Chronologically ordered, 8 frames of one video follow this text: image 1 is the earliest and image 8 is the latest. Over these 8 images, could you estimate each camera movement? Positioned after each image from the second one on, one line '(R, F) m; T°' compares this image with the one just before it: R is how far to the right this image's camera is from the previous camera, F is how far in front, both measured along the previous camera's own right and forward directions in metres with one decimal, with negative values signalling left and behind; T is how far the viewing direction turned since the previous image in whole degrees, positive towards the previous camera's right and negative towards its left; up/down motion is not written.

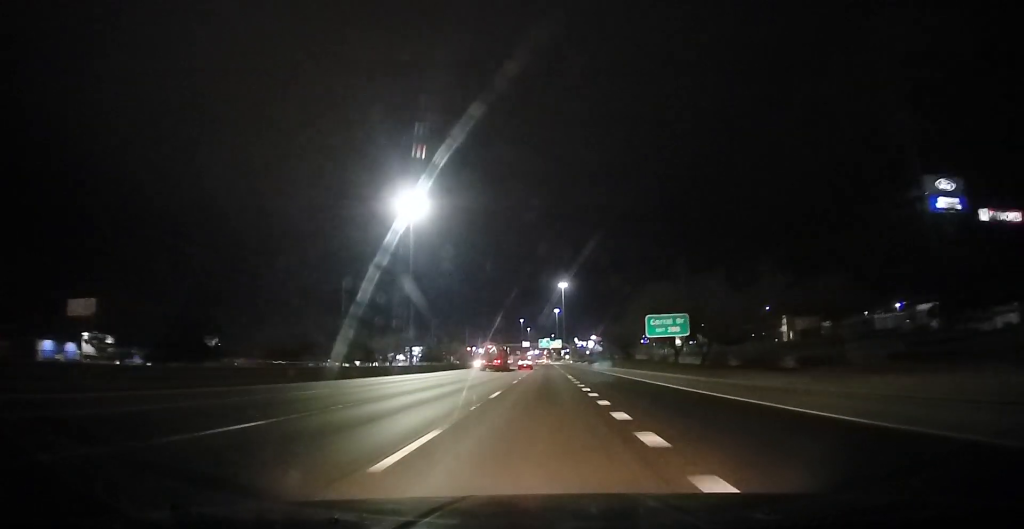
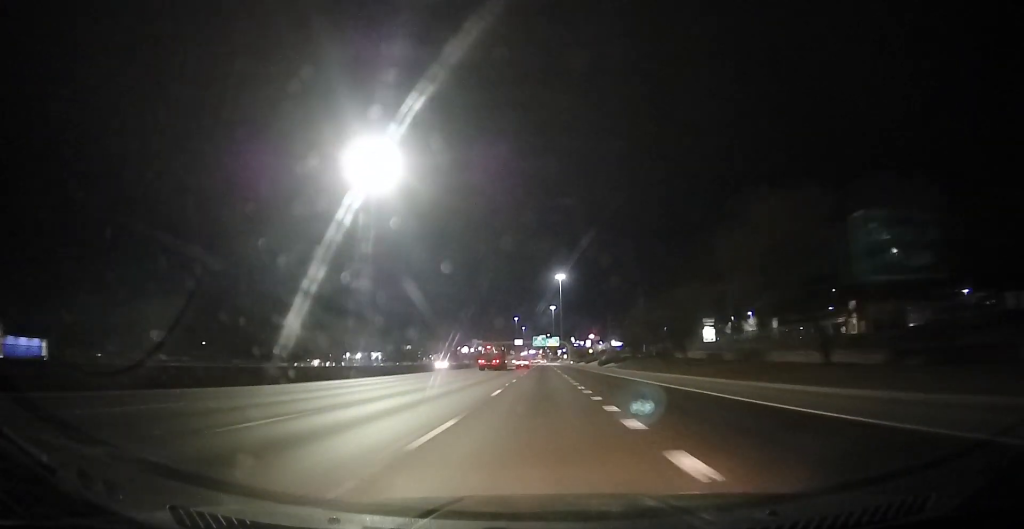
(+0.1, +35.1) m; 0°
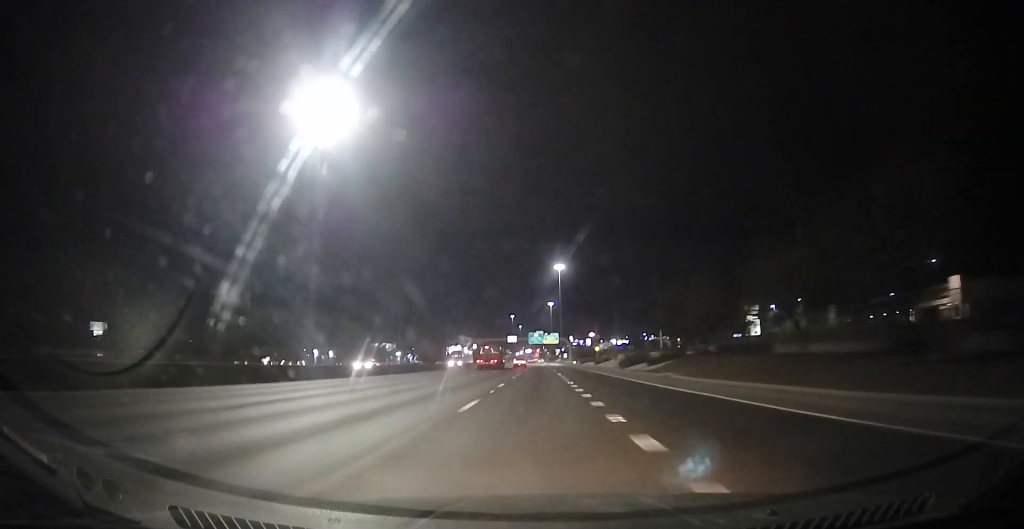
(0.0, +31.5) m; +1°
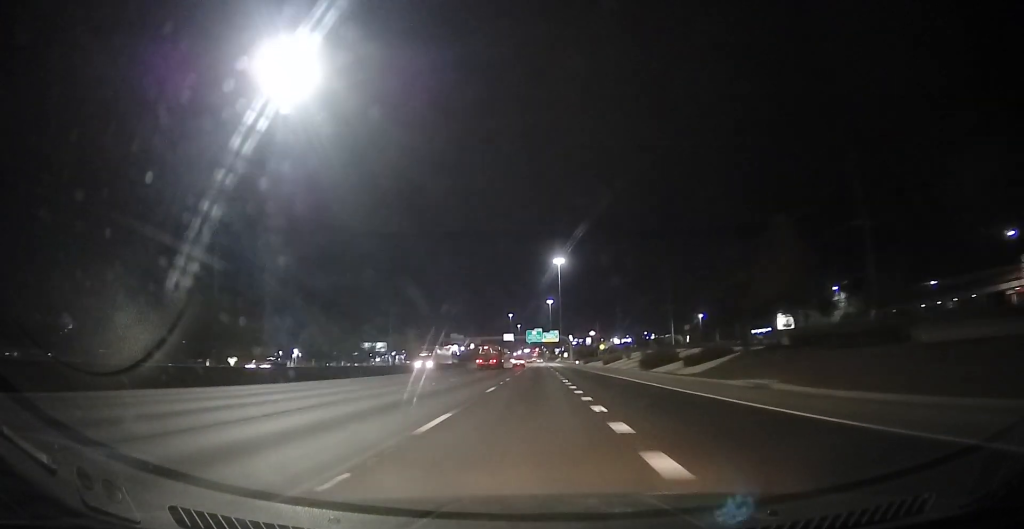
(+0.3, +16.2) m; +1°
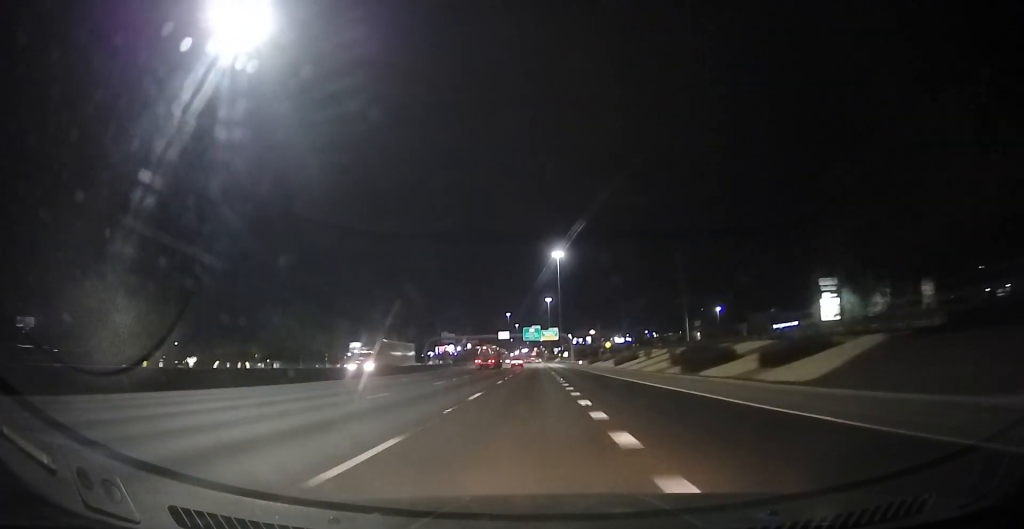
(-0.1, +16.2) m; +1°
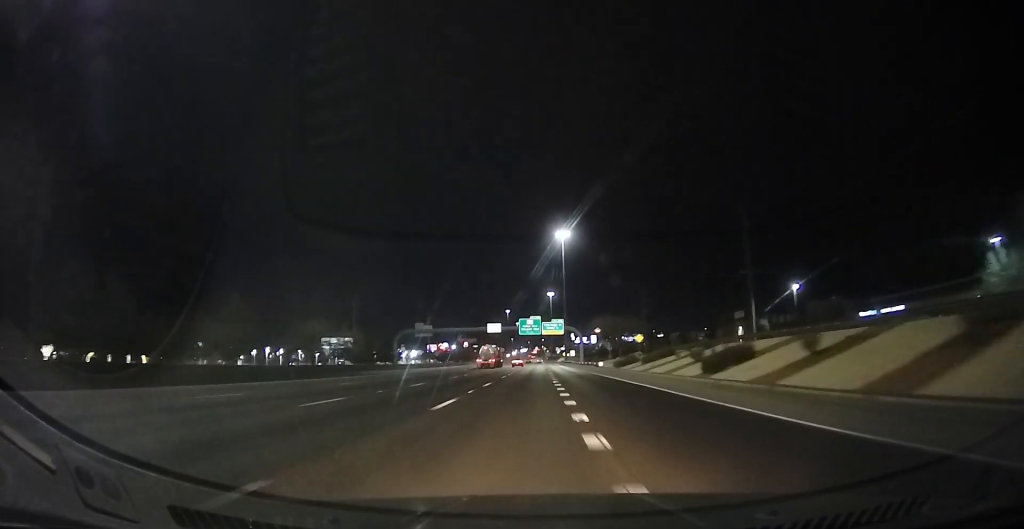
(+0.7, +40.4) m; 0°
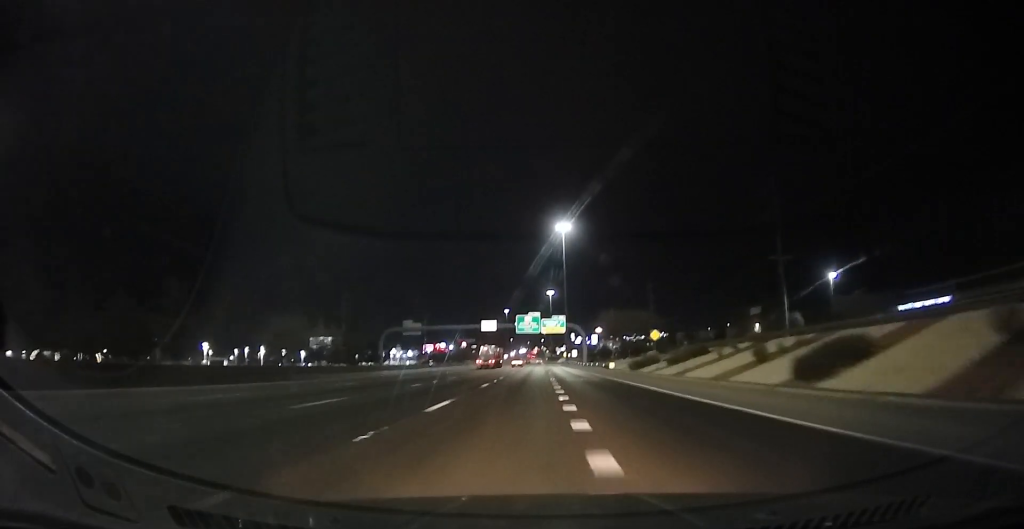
(-0.3, +12.6) m; 0°
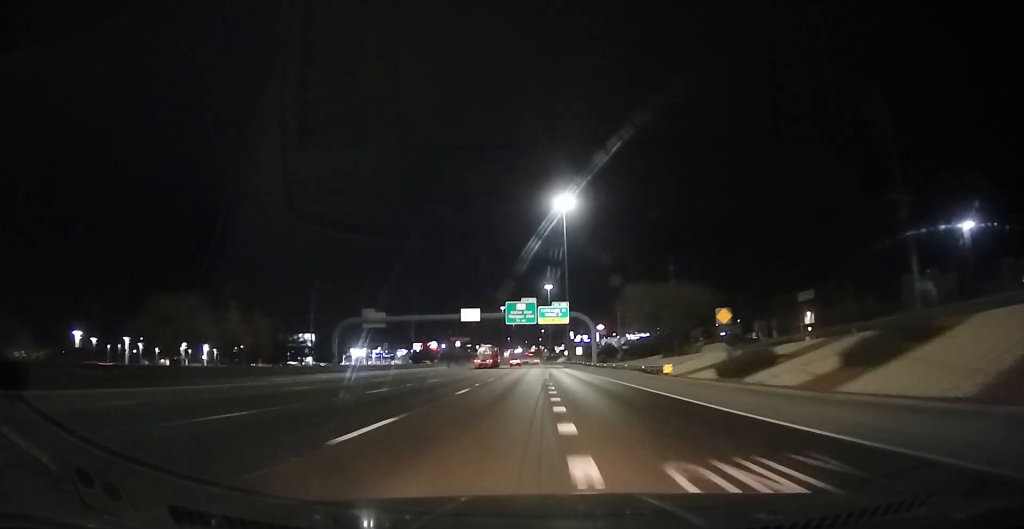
(0.0, +29.6) m; 0°
